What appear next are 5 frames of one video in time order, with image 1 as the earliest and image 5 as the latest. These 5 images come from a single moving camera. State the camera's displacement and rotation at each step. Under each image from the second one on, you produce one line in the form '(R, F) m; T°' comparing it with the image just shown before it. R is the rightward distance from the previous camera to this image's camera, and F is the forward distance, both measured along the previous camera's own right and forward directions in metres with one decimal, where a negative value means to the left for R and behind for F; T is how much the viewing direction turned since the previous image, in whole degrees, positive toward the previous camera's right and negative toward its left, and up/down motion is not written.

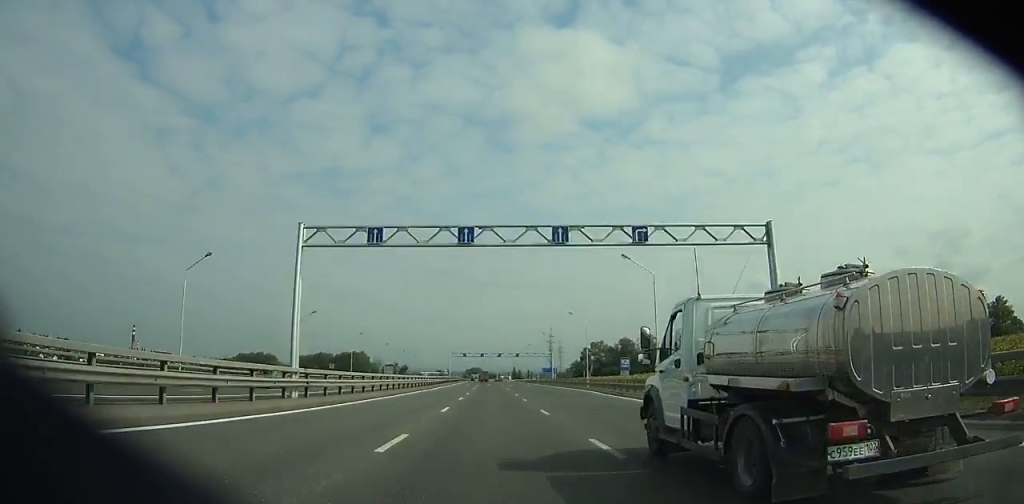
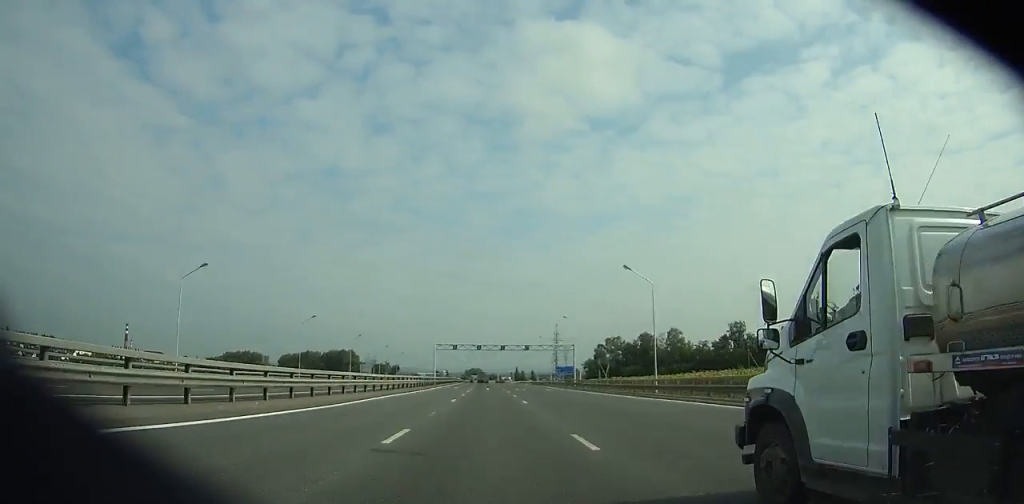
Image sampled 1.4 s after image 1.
(+2.2, +36.5) m; +1°
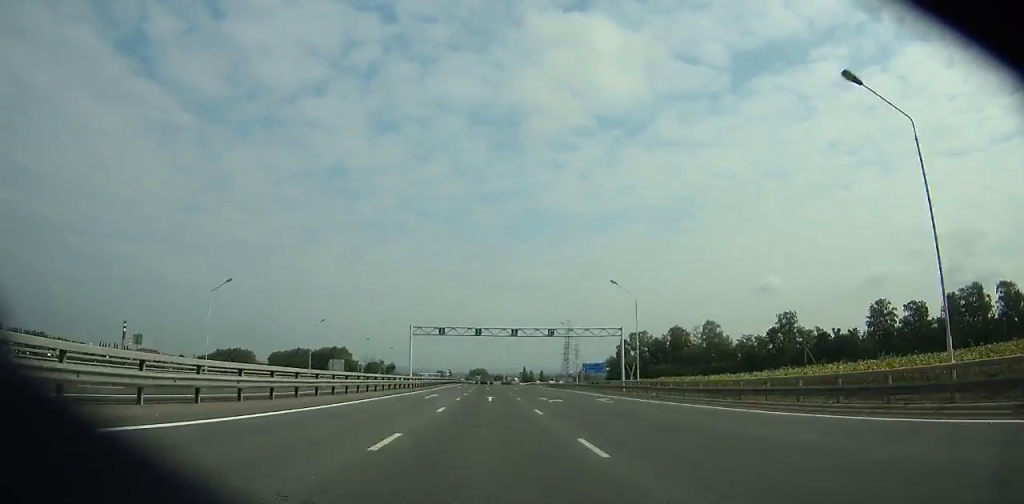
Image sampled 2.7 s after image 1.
(-1.9, +34.5) m; -2°
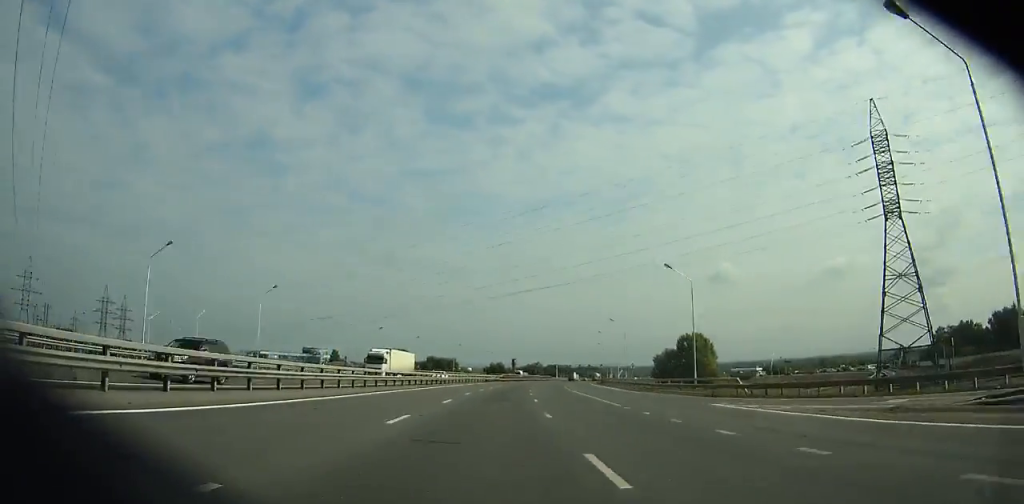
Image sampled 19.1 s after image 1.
(-15.0, +410.1) m; +3°
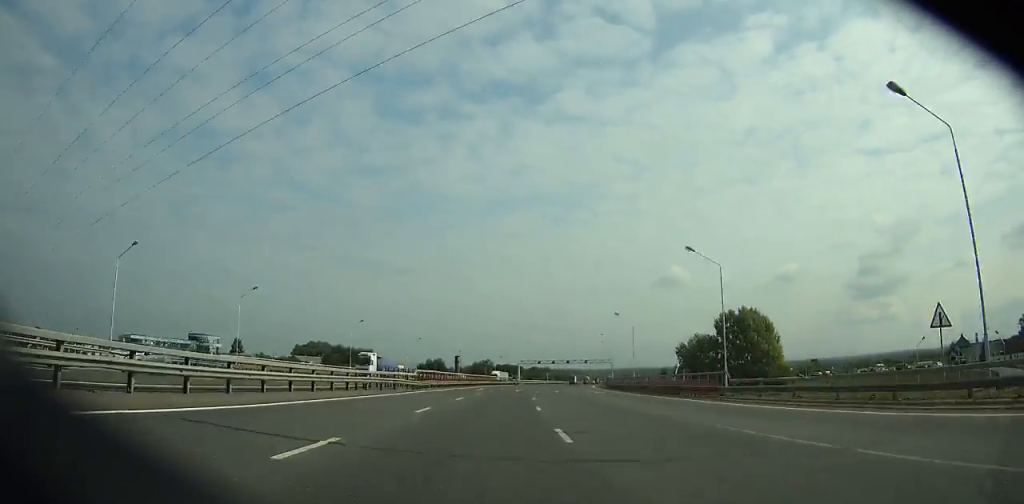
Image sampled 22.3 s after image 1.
(+4.1, +77.7) m; +6°
